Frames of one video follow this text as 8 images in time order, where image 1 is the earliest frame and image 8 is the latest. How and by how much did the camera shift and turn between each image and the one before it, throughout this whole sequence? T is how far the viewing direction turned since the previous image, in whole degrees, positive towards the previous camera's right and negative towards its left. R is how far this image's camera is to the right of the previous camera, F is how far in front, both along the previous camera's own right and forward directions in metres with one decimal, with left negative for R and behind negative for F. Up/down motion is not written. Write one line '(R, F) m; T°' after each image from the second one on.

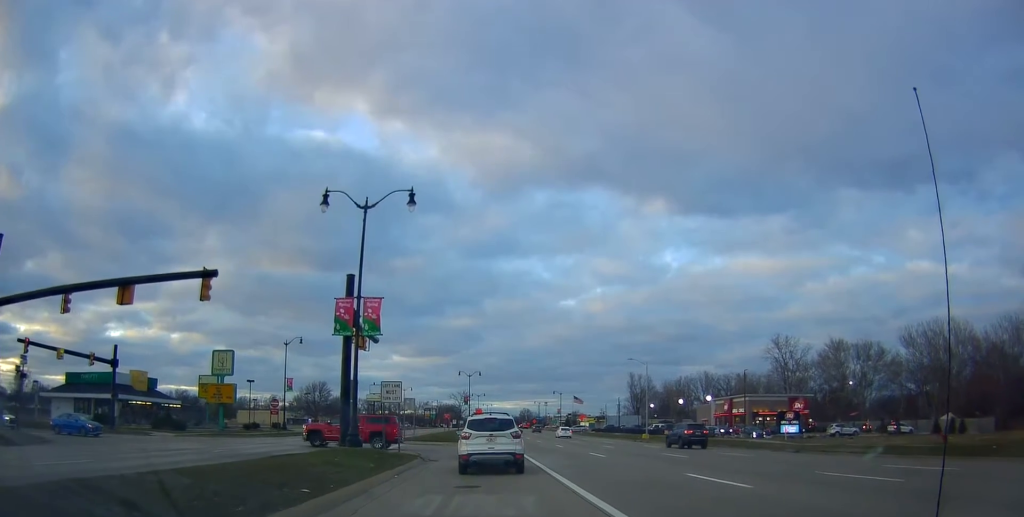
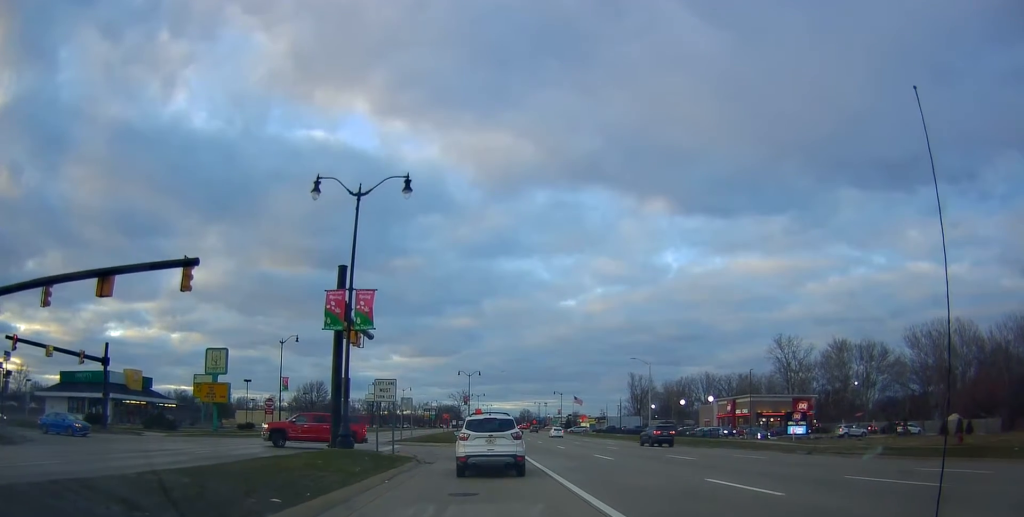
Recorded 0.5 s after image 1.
(0.0, +1.4) m; 0°
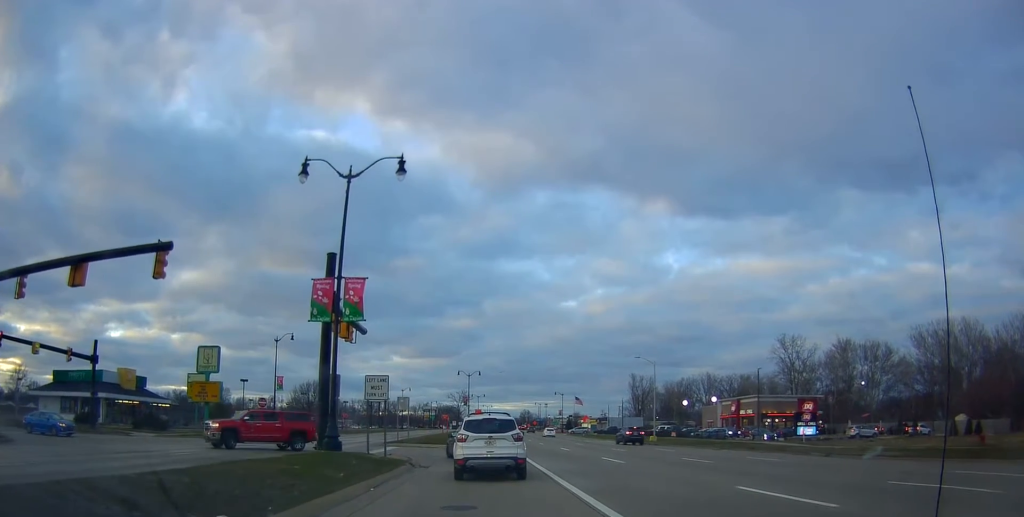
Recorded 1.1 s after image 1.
(0.0, +1.6) m; 0°
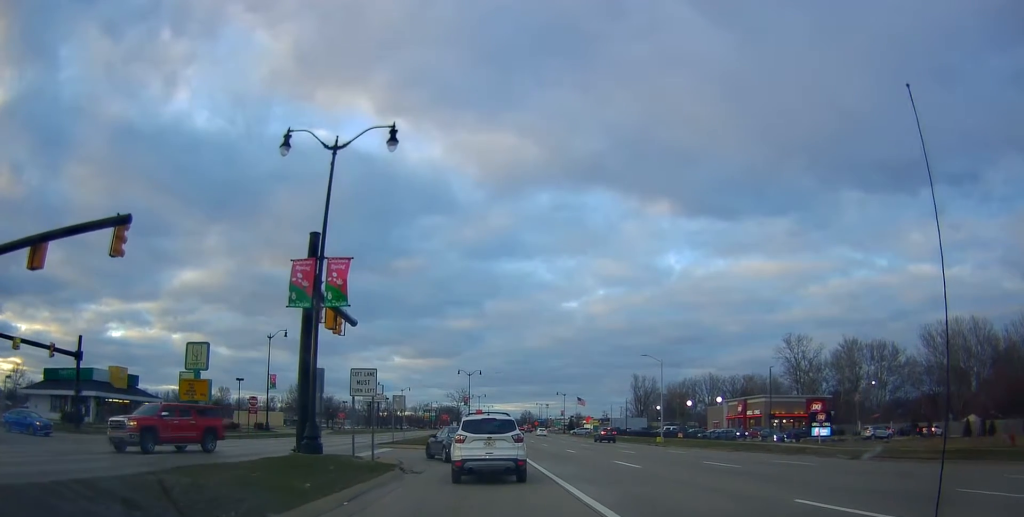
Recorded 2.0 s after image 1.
(0.0, +1.9) m; 0°
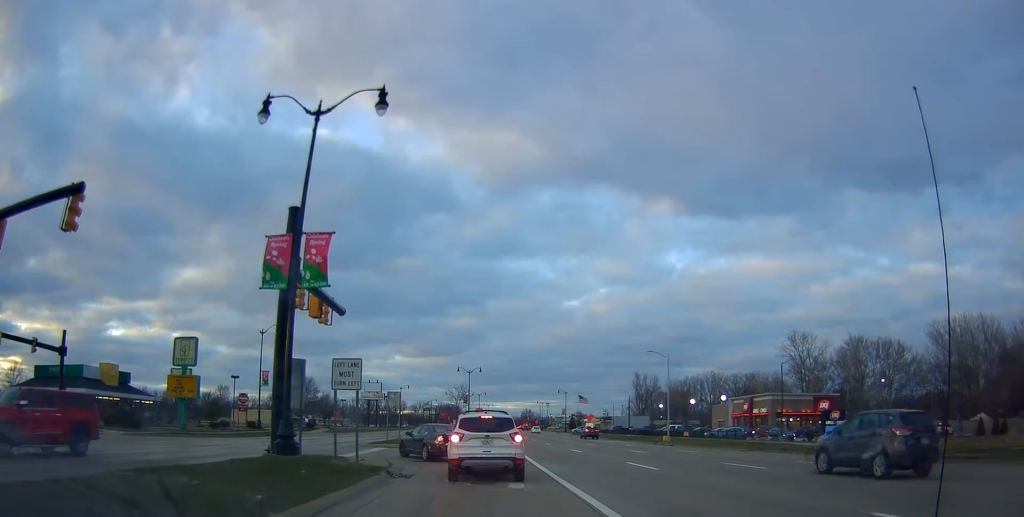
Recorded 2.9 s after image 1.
(0.0, +1.9) m; 0°
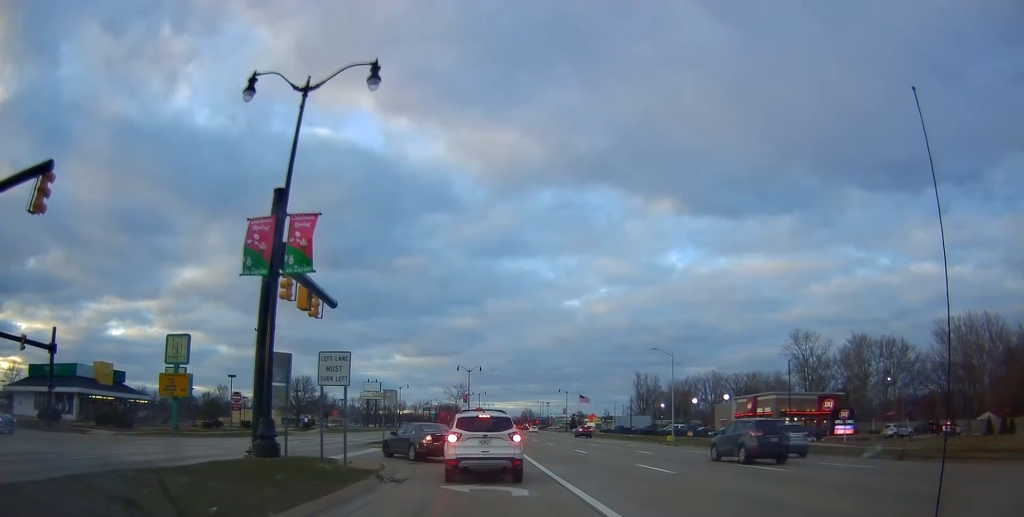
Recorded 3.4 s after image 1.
(0.0, +1.2) m; 0°
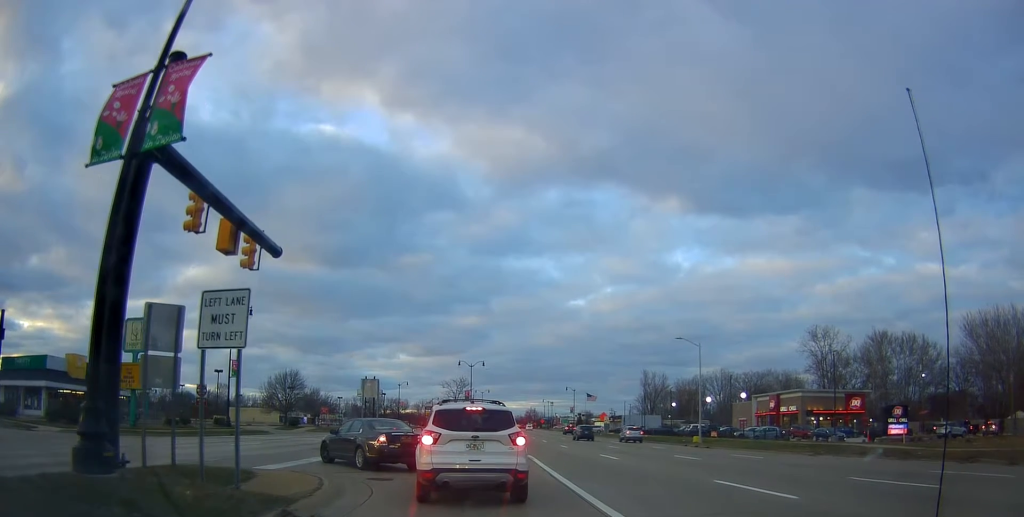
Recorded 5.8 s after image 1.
(0.0, +5.7) m; 0°
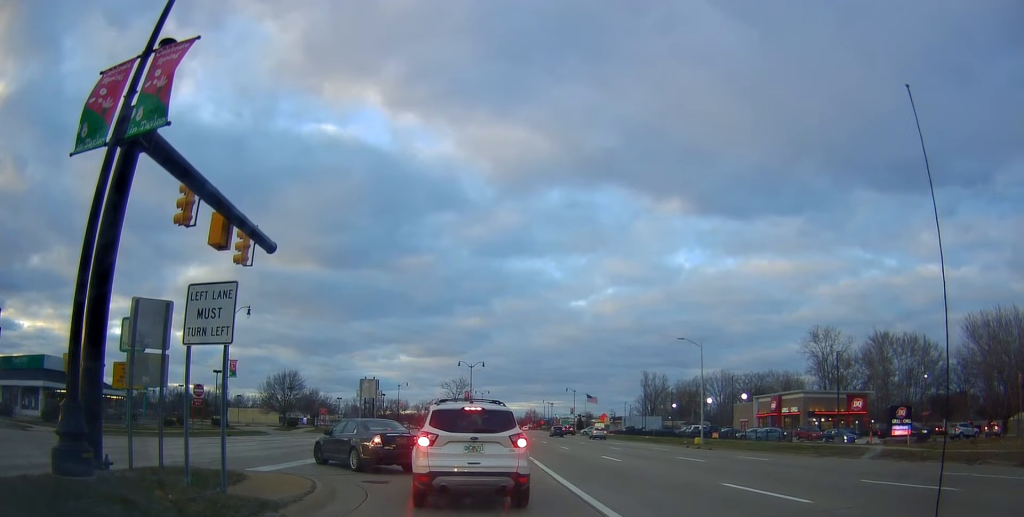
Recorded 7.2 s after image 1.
(0.0, +0.9) m; 0°
